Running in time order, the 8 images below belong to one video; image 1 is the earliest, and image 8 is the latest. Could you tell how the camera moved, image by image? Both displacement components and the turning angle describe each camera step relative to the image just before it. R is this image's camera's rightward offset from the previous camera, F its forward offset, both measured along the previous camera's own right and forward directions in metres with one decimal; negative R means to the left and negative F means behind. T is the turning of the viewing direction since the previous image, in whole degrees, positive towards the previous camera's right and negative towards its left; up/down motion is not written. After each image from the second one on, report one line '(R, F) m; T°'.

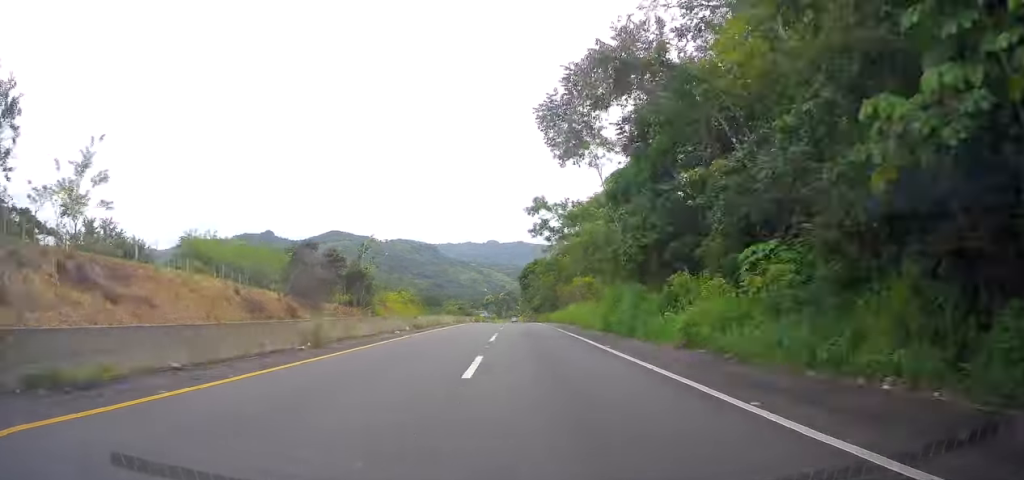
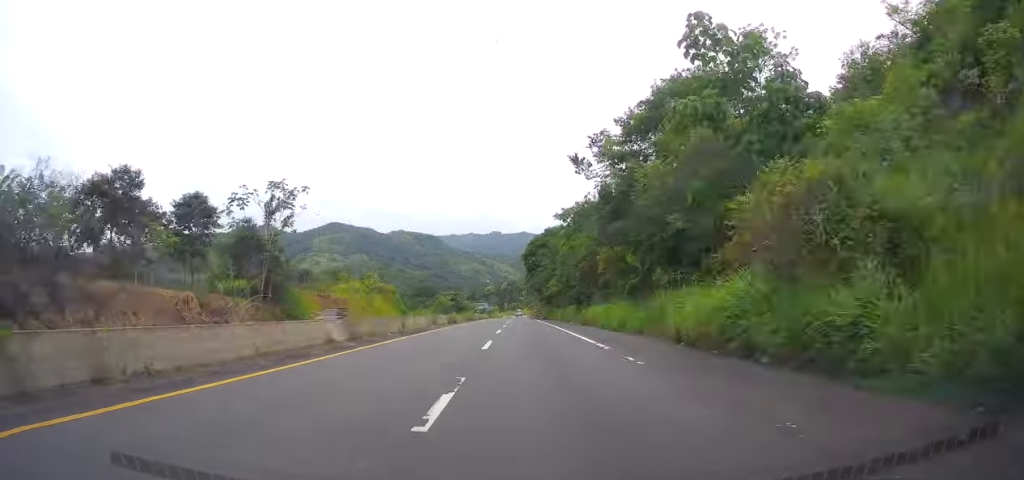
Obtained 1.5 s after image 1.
(+0.1, +41.0) m; 0°
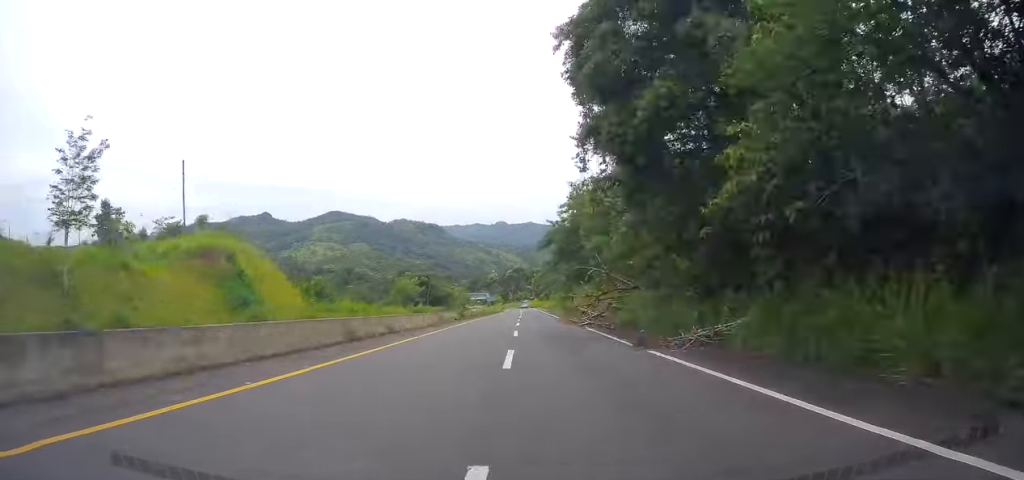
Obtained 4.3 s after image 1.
(-0.3, +78.4) m; -1°
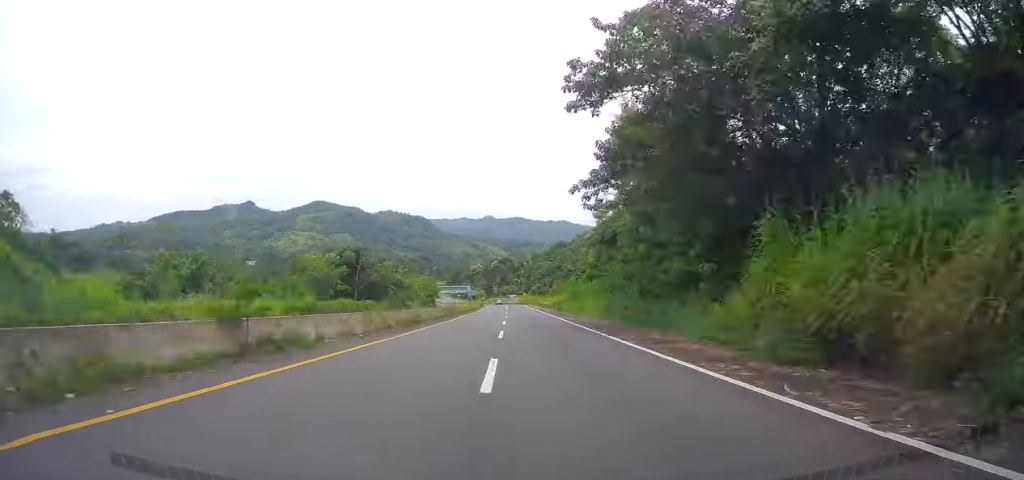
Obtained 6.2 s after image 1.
(-0.2, +51.5) m; 0°
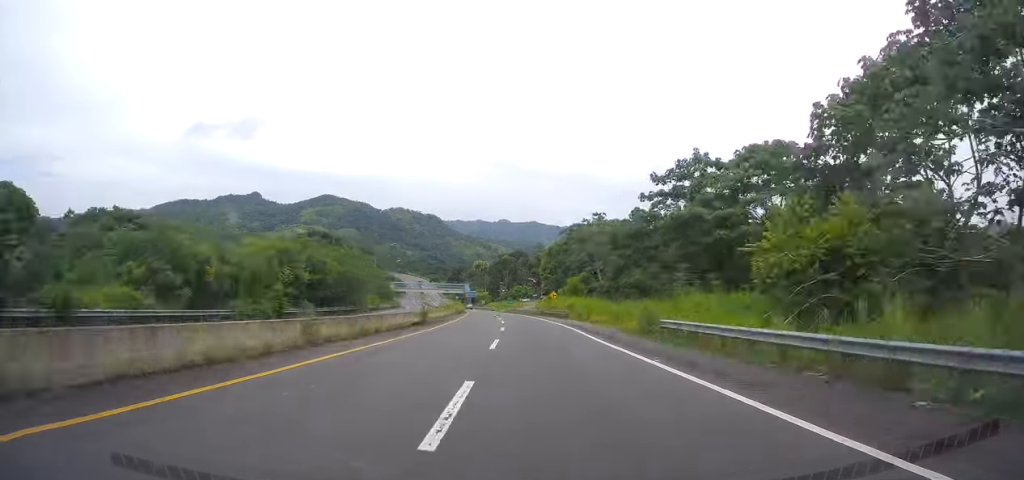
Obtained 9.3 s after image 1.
(+0.6, +87.7) m; 0°
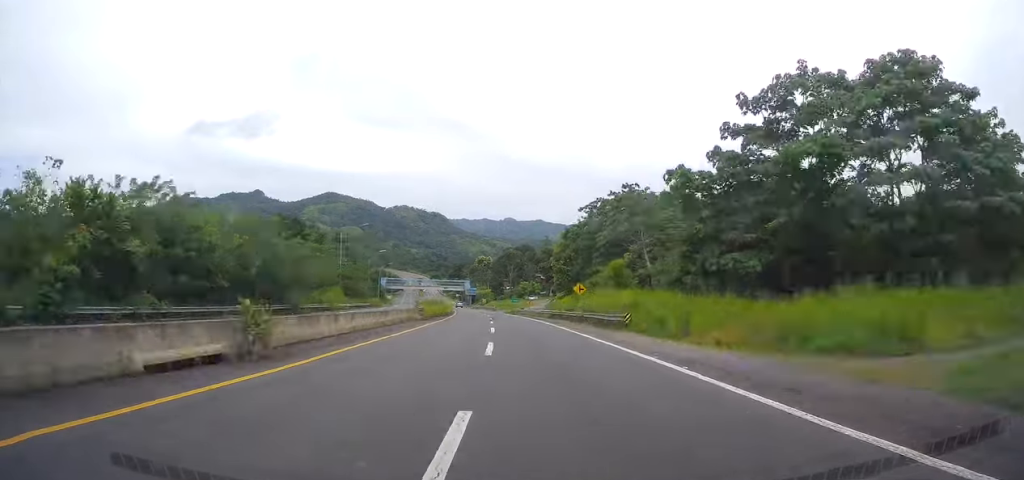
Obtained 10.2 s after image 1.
(-0.2, +26.2) m; -1°
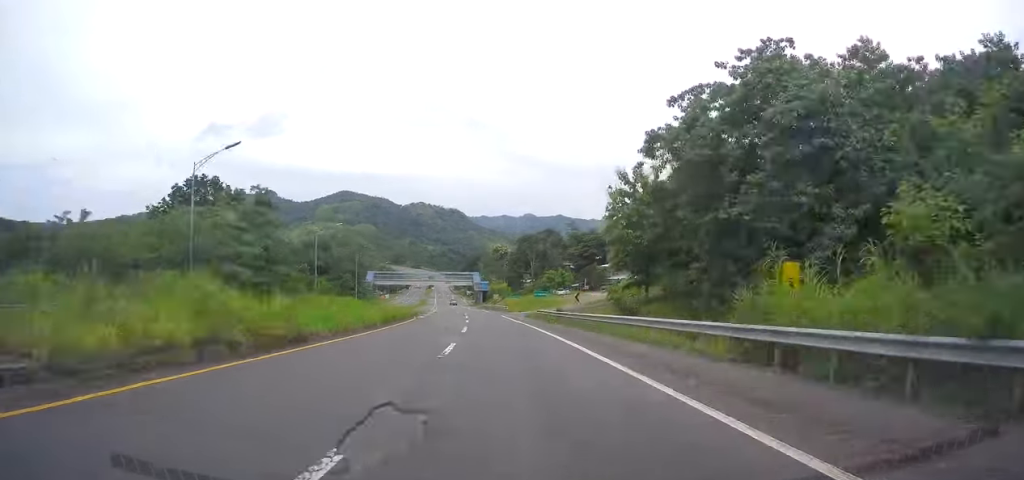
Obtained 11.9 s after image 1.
(-0.4, +49.6) m; -2°
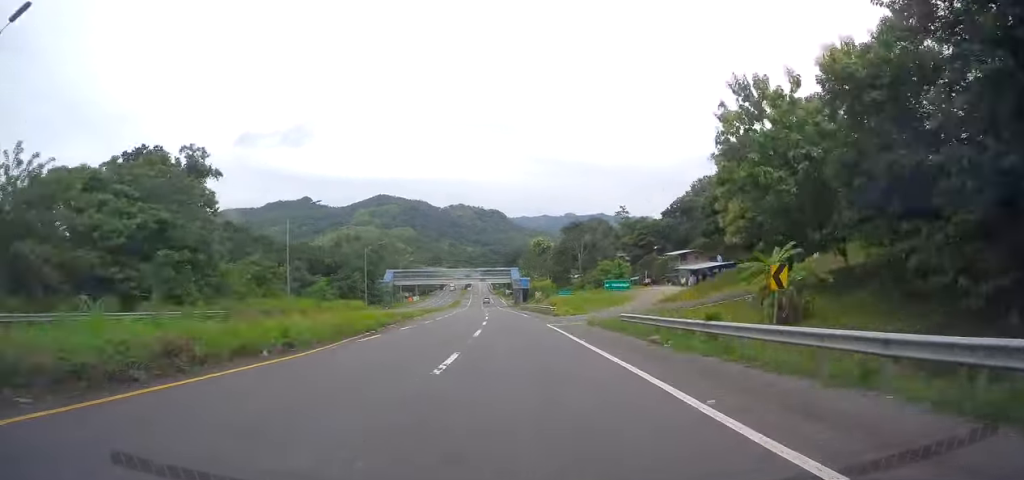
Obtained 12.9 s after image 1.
(+0.2, +28.1) m; -2°
